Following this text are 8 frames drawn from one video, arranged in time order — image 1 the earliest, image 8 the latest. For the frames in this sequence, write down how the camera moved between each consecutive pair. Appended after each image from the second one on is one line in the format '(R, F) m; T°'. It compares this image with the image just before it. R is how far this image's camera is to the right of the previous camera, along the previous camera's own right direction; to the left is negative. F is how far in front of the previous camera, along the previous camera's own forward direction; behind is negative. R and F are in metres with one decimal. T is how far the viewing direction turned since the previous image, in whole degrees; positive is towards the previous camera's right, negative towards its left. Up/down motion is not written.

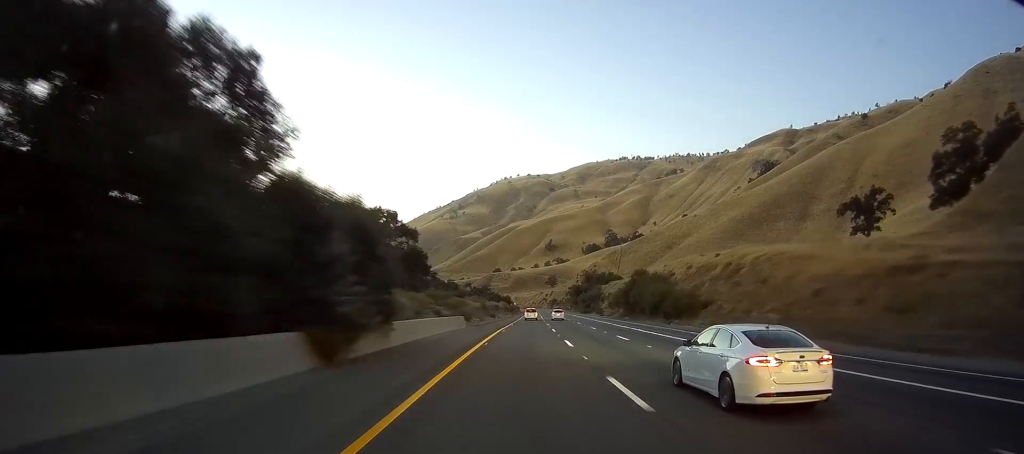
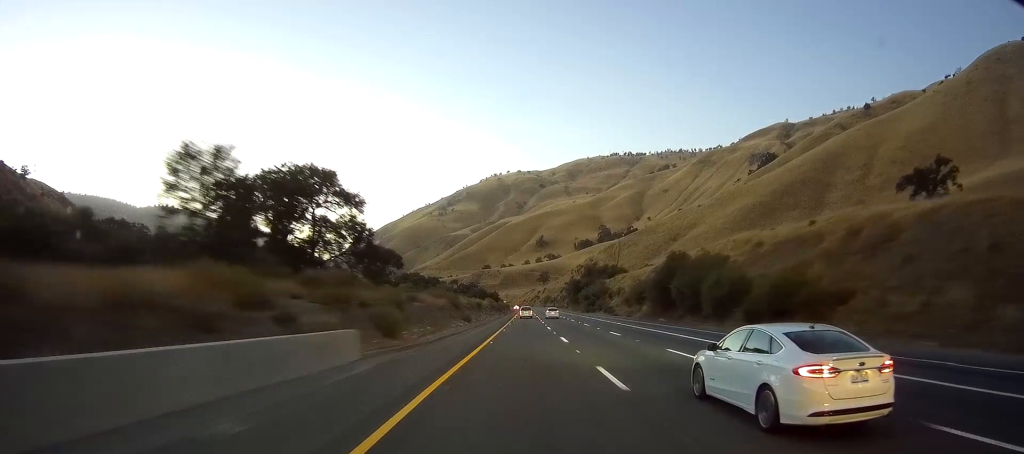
(0.0, +27.3) m; 0°
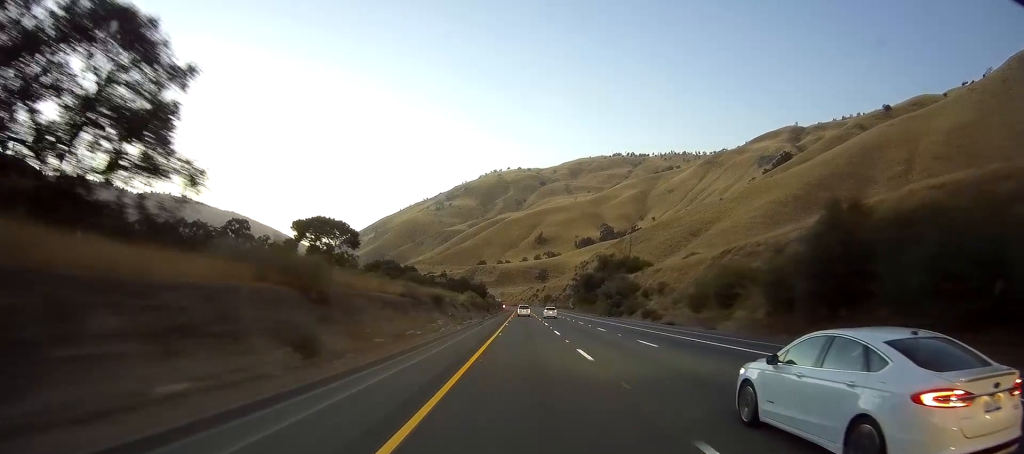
(0.0, +37.9) m; +1°
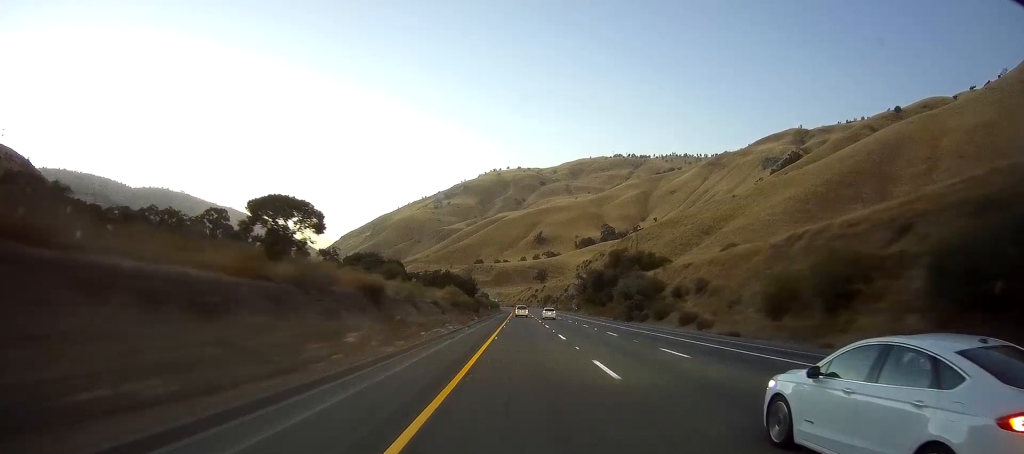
(+0.1, +18.9) m; 0°
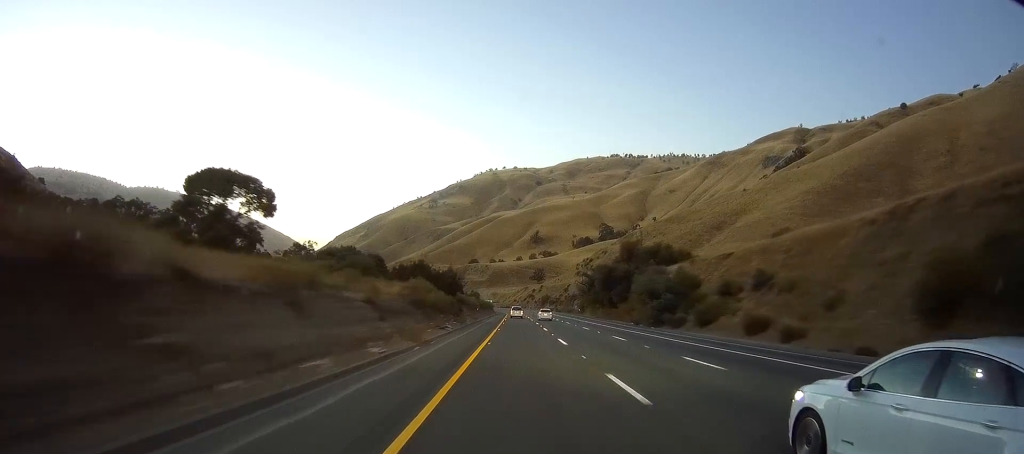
(+0.4, +17.9) m; 0°
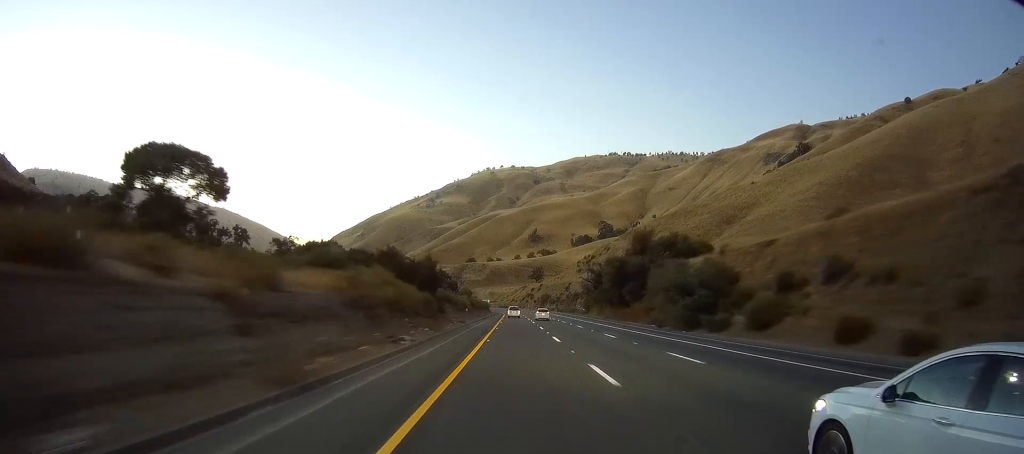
(0.0, +12.6) m; 0°
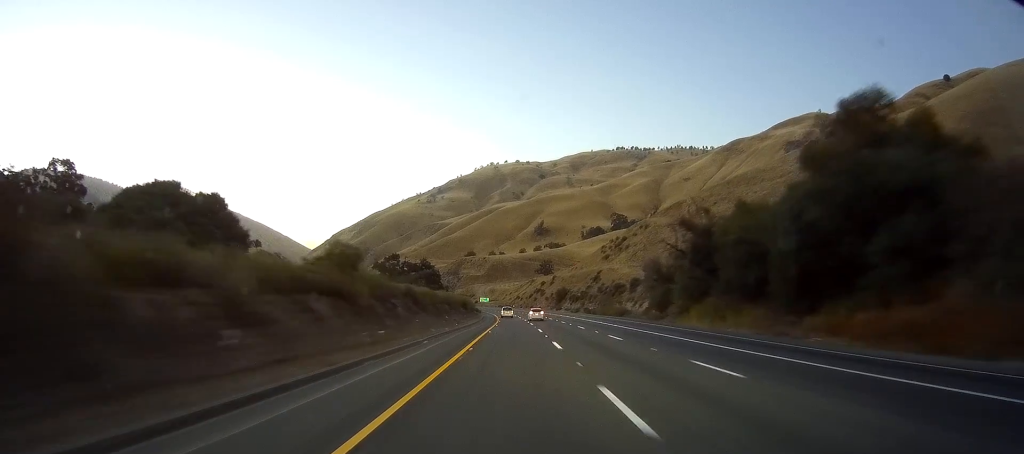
(-1.1, +63.2) m; -1°
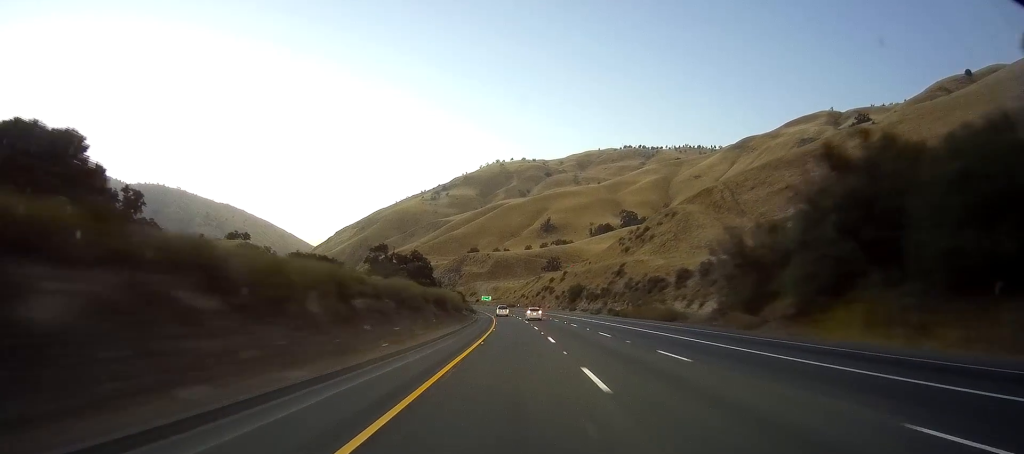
(+0.1, +25.3) m; 0°
